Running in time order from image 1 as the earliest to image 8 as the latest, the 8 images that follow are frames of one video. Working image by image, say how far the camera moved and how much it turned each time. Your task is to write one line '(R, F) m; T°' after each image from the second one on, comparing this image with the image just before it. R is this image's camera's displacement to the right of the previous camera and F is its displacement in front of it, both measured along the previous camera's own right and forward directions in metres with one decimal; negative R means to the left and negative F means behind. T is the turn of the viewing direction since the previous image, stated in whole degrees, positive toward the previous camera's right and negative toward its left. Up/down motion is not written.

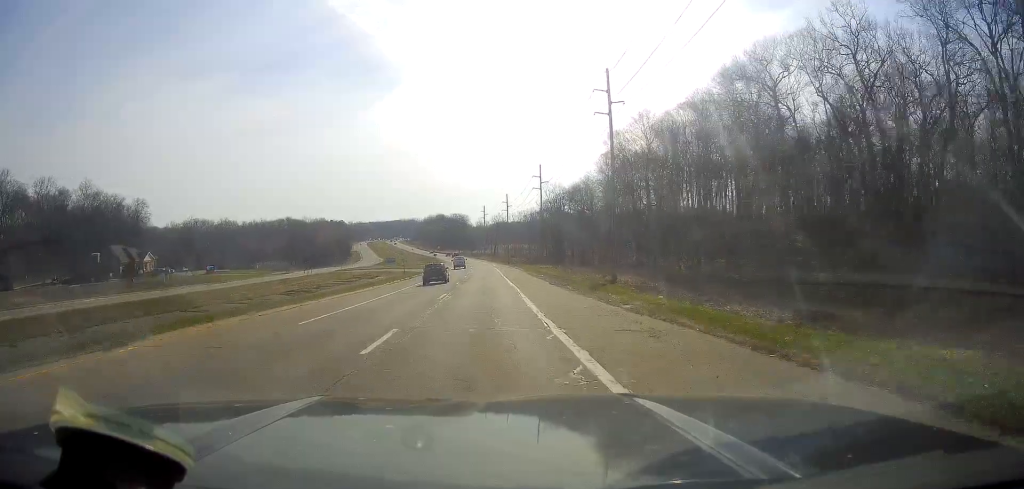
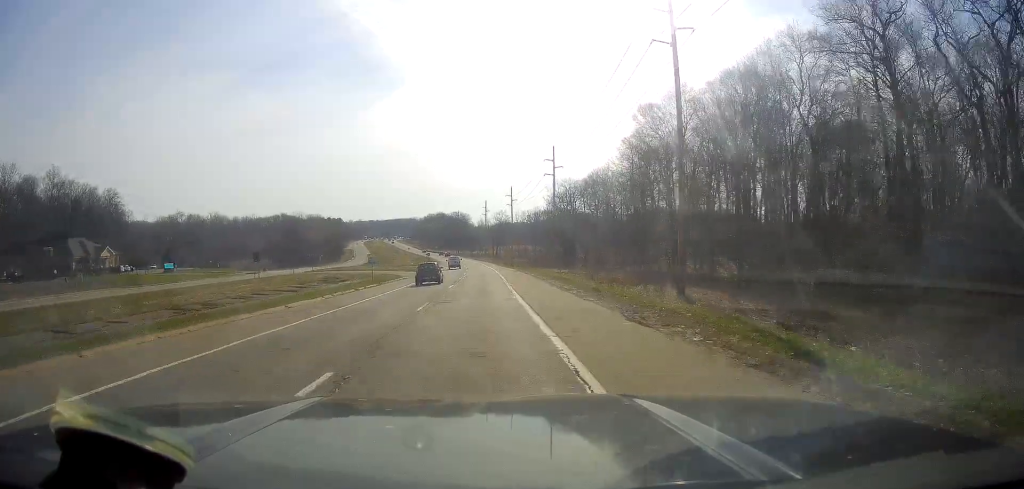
(0.0, +21.1) m; 0°
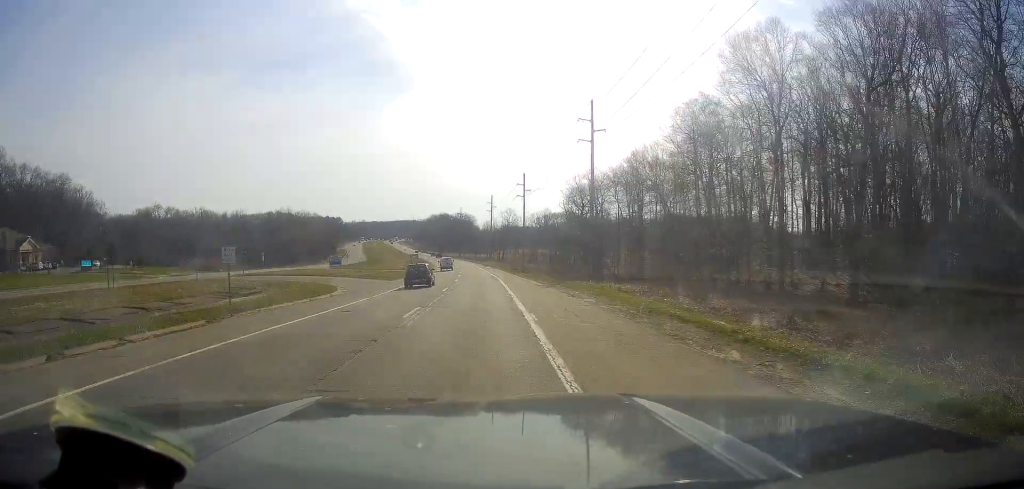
(0.0, +32.2) m; 0°
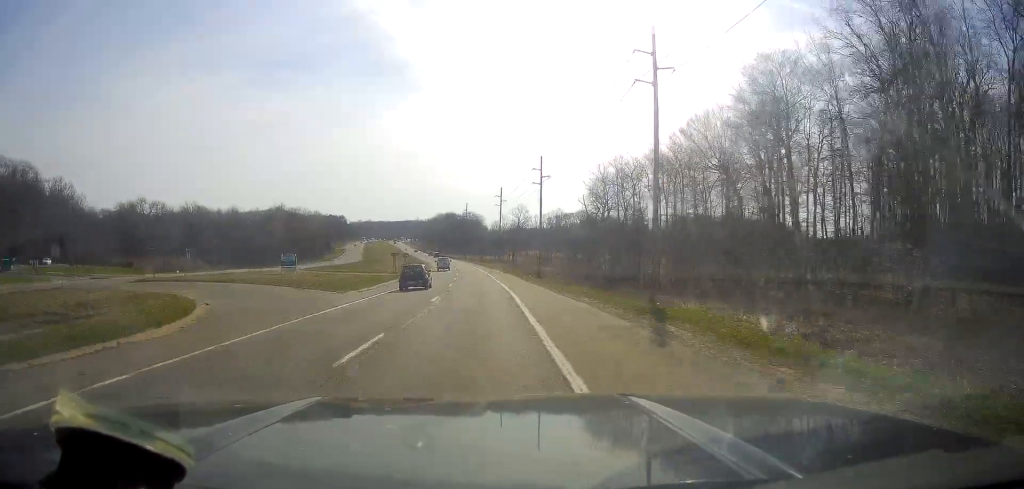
(0.0, +23.2) m; 0°
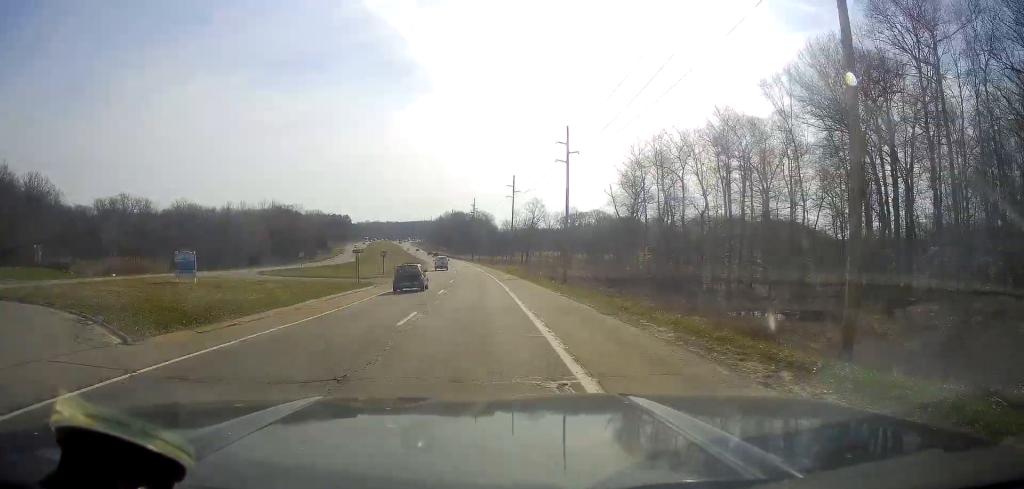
(-0.1, +24.3) m; -1°
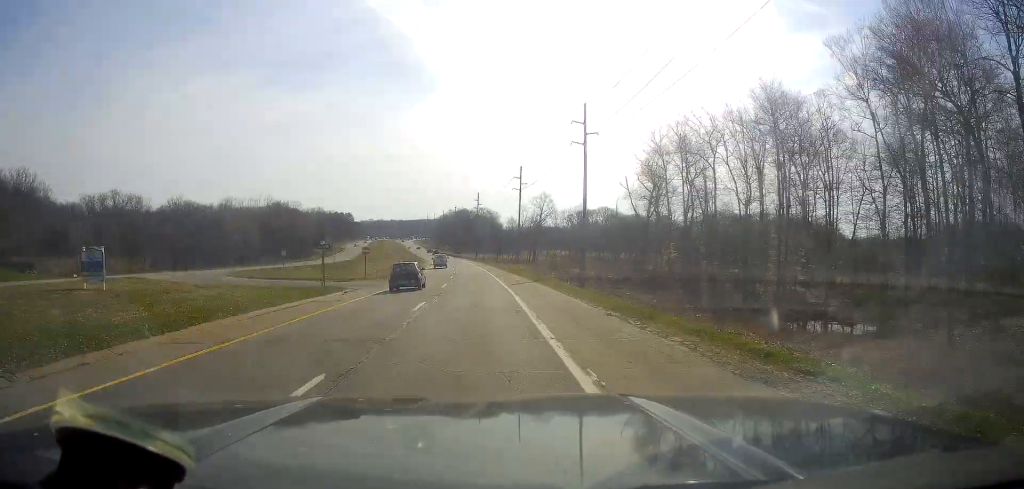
(-0.1, +11.3) m; -1°
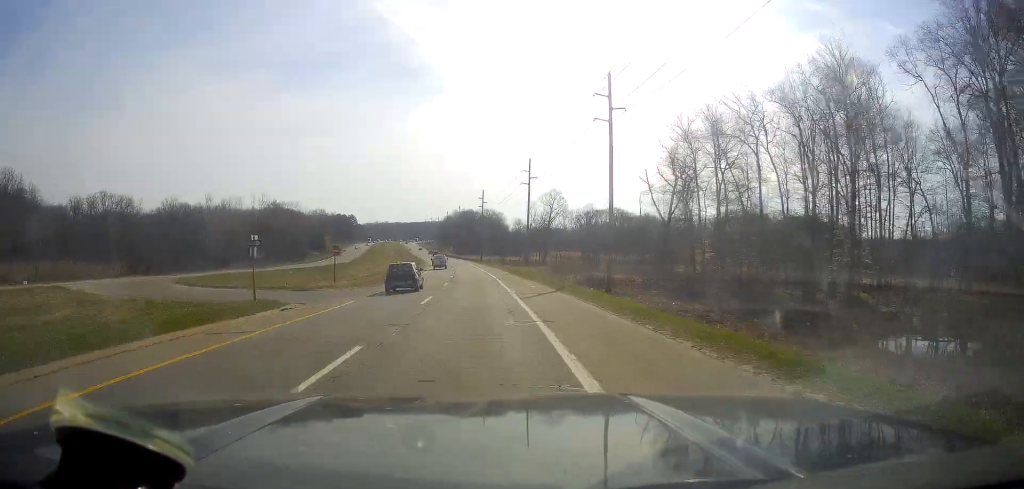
(0.0, +12.2) m; -1°
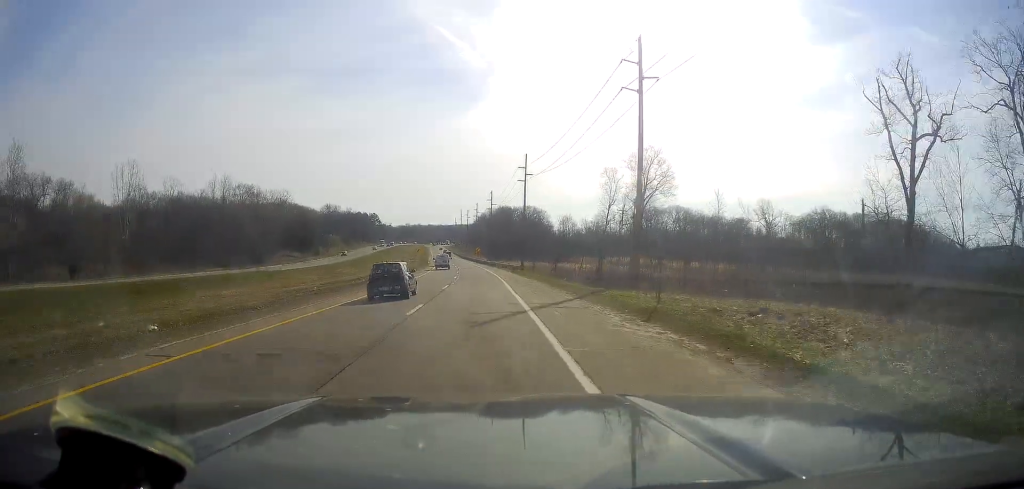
(-1.1, +64.9) m; -2°
